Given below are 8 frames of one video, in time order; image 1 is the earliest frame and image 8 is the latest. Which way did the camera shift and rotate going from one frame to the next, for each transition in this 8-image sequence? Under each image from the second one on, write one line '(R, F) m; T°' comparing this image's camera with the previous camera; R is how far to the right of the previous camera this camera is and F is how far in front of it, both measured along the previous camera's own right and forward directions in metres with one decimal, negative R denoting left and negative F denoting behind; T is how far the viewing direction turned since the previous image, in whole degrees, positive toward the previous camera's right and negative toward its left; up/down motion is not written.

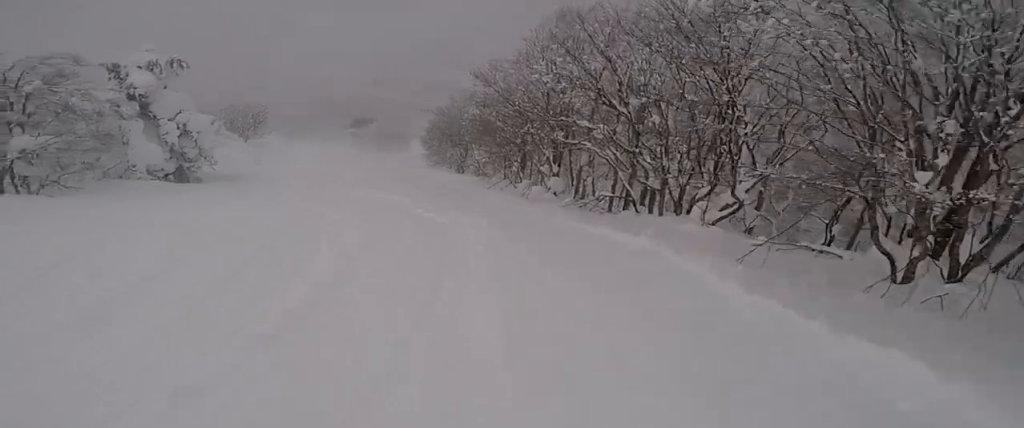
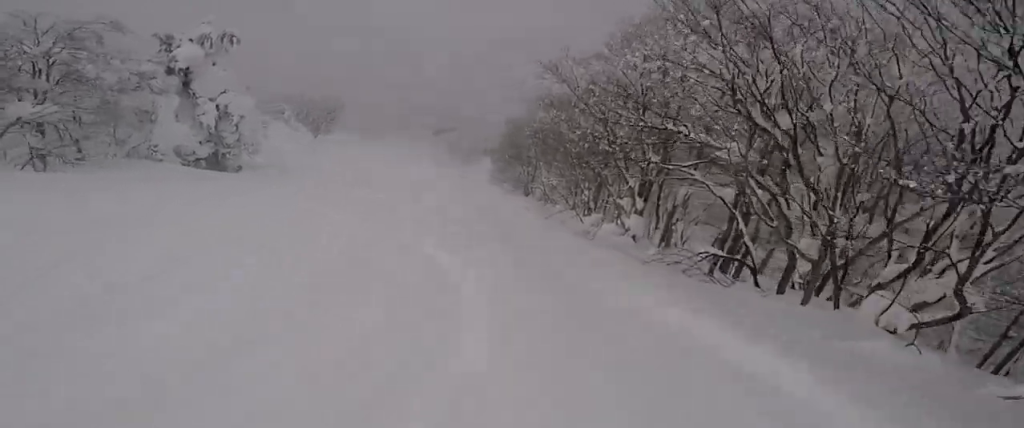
(-1.0, +3.7) m; -19°
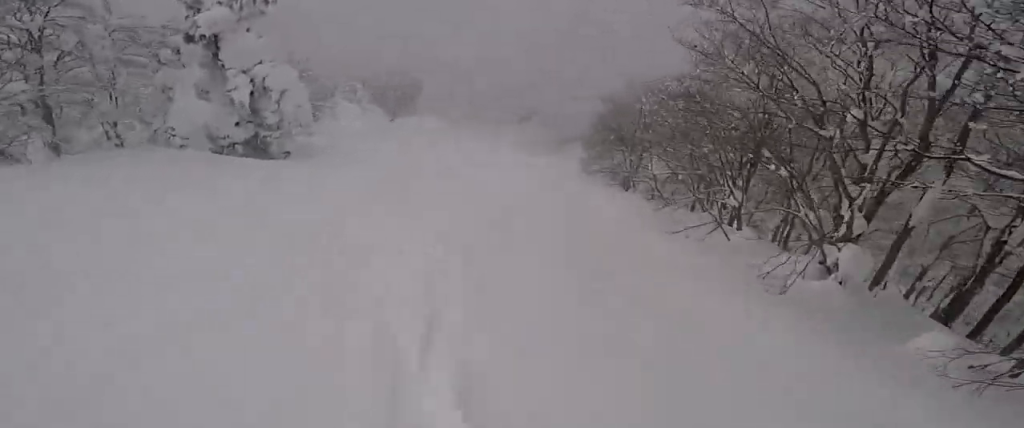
(-0.9, +4.5) m; -18°
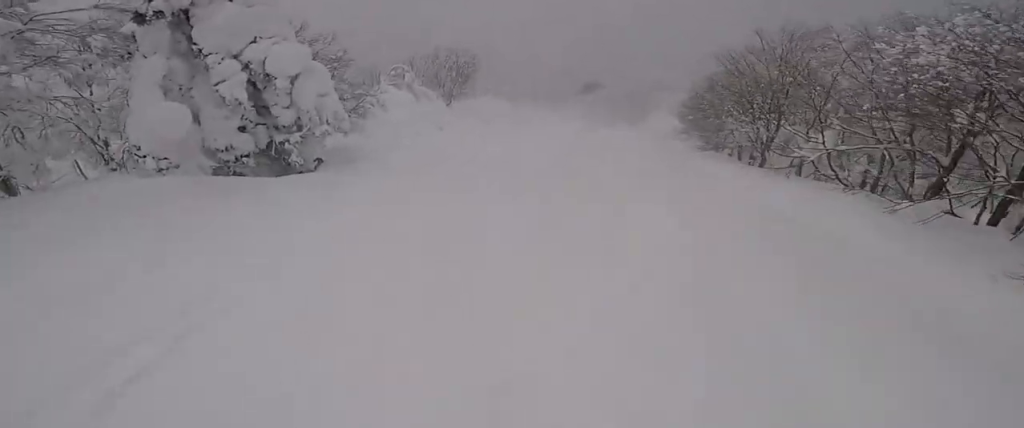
(-1.6, +4.7) m; +7°
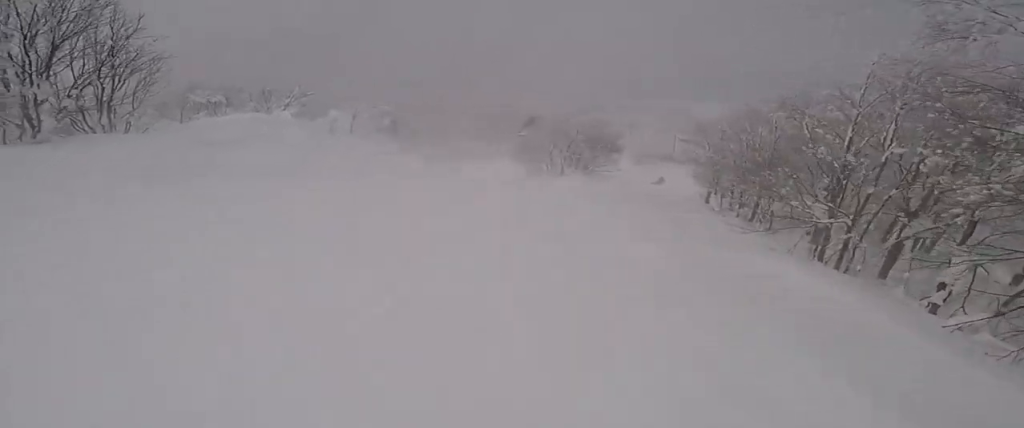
(+5.1, +21.1) m; -1°
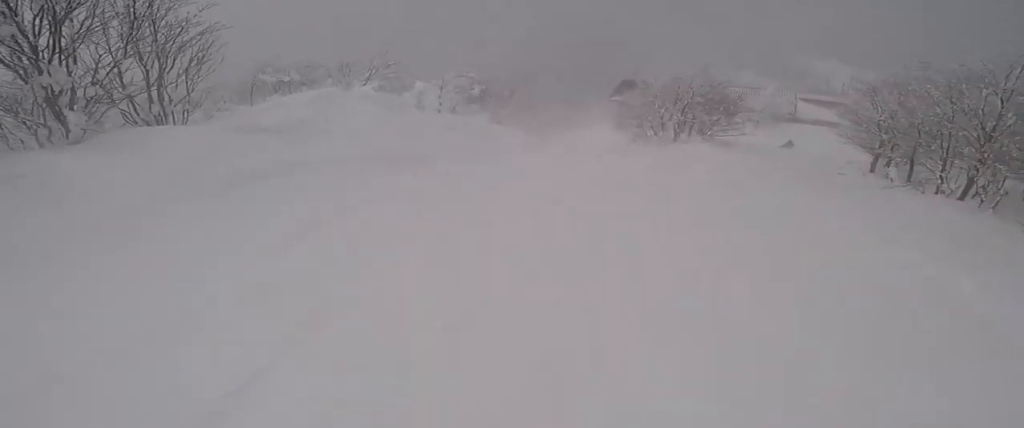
(+0.1, +3.1) m; +7°
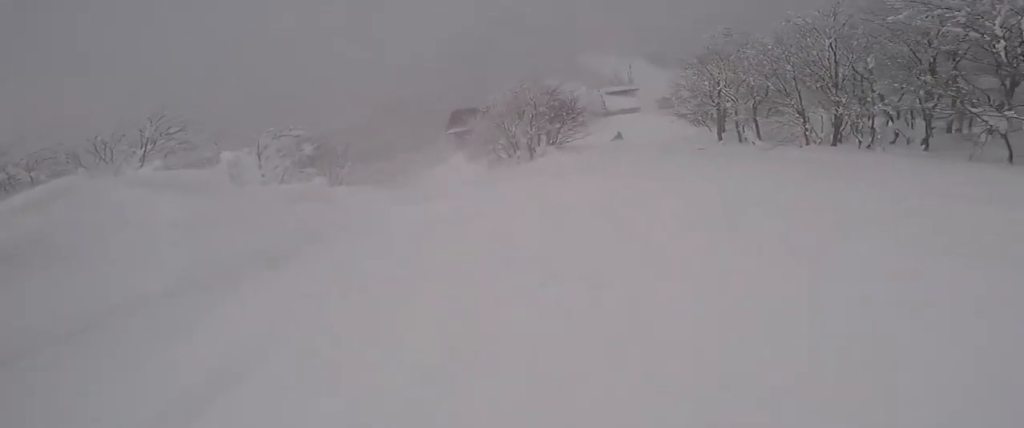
(+0.2, +3.5) m; +15°
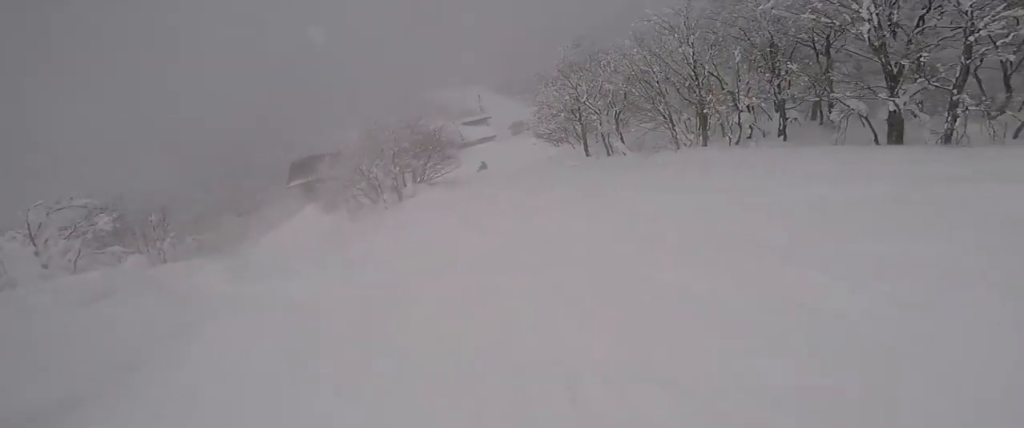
(+0.2, +1.8) m; +13°
